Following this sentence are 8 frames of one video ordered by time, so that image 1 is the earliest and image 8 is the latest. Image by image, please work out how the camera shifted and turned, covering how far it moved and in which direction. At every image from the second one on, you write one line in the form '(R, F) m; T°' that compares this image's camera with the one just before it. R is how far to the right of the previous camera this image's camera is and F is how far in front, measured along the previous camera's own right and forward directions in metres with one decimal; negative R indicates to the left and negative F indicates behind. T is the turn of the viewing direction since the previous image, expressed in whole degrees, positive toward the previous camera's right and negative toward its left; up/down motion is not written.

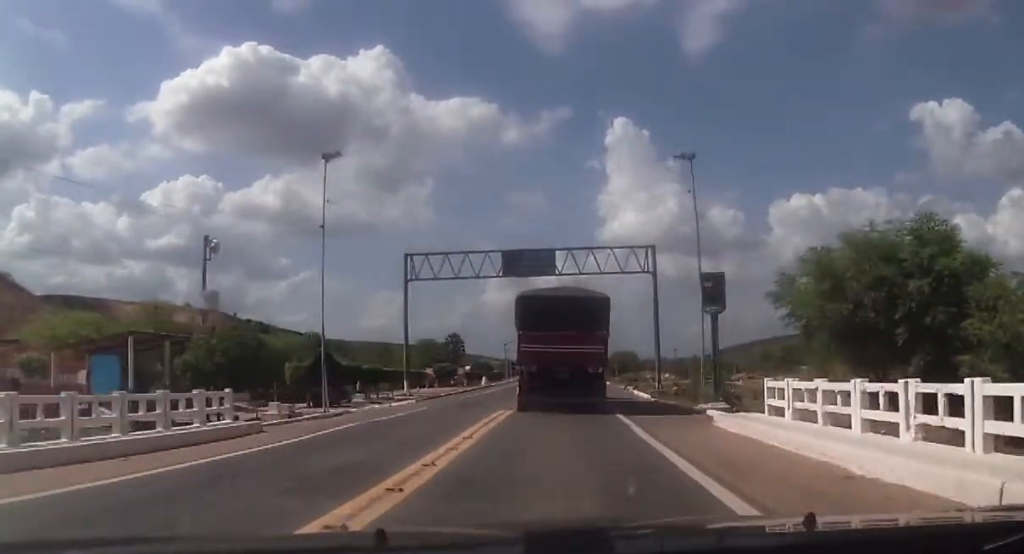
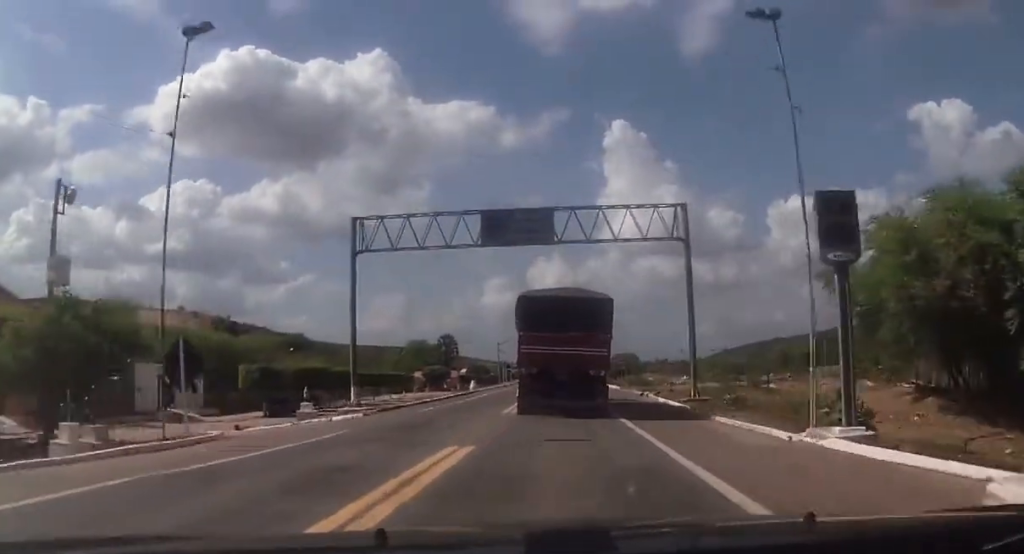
(+0.1, +10.8) m; 0°
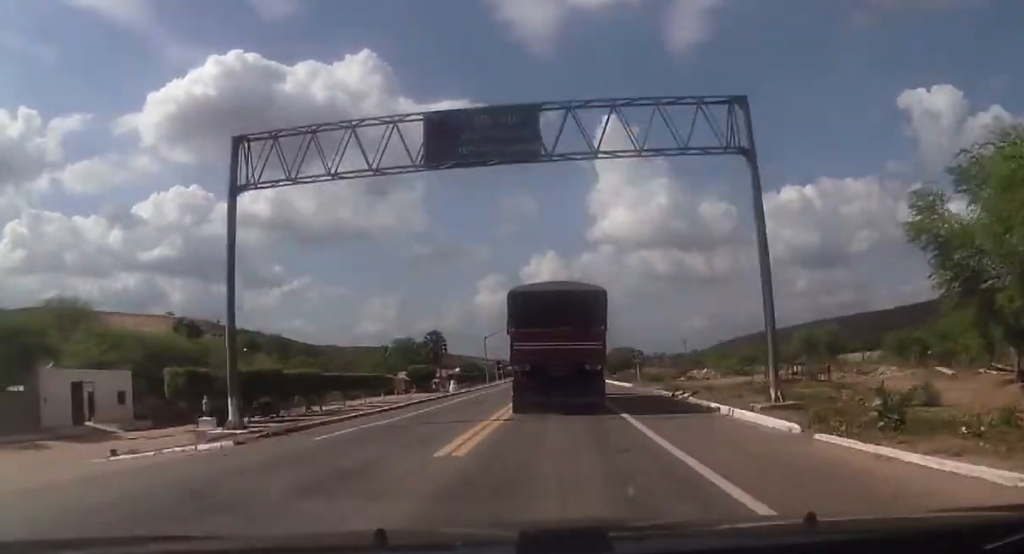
(-0.1, +11.7) m; 0°
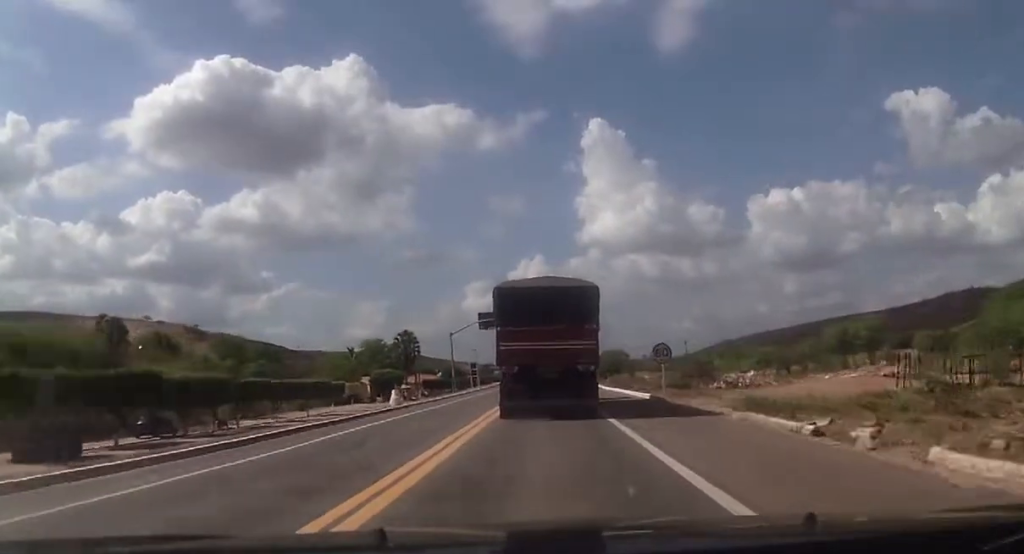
(+0.1, +17.3) m; 0°
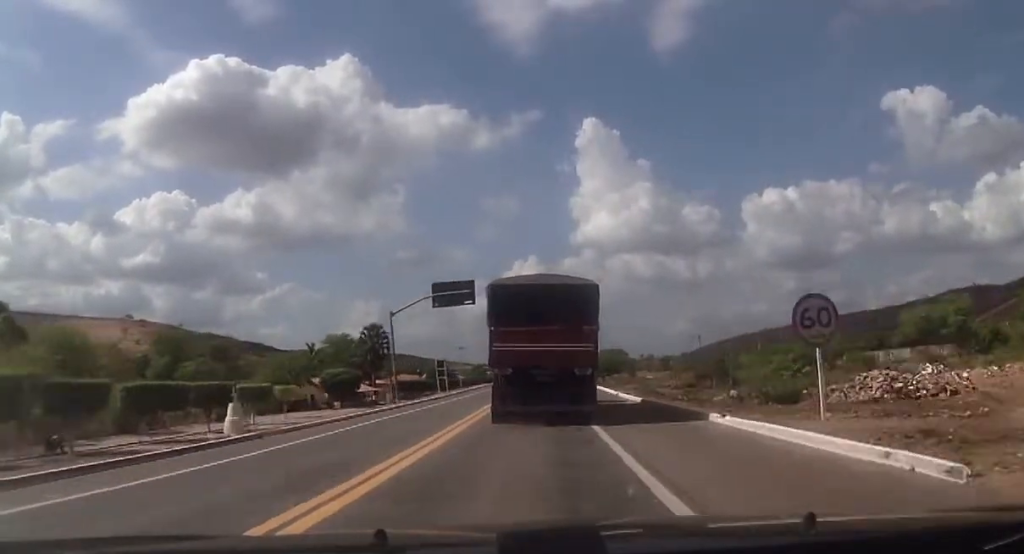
(-0.4, +21.7) m; +1°
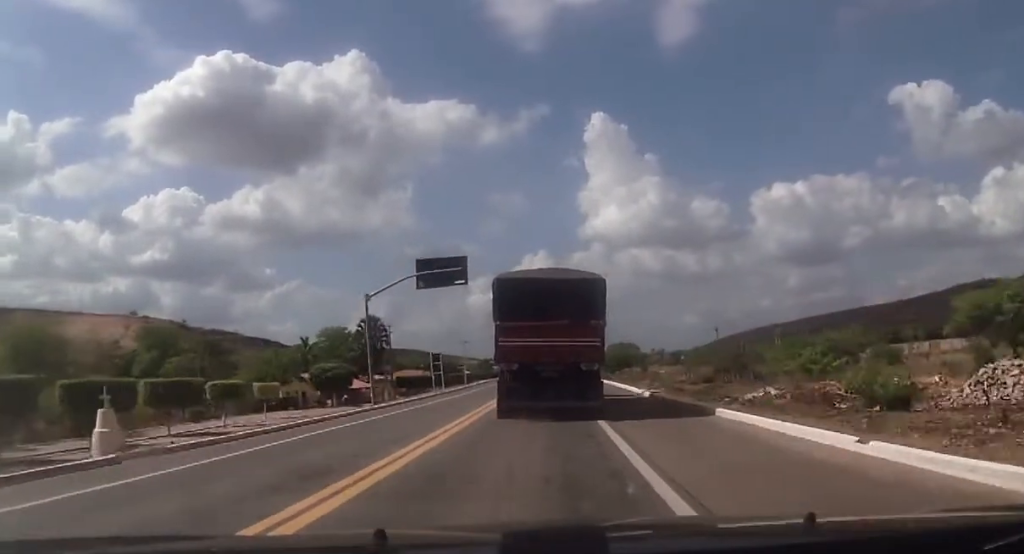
(+0.2, +7.5) m; +1°
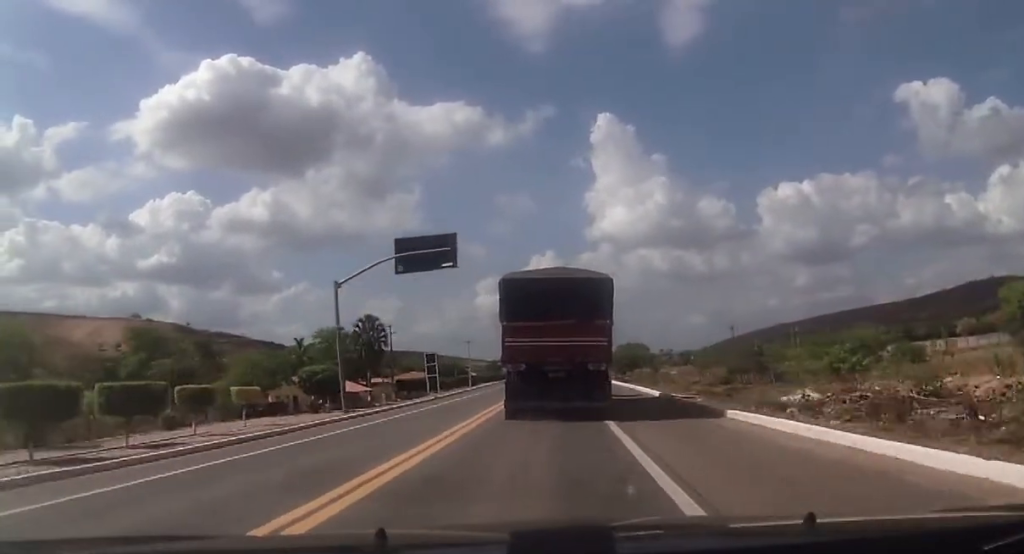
(+0.2, +6.3) m; +1°
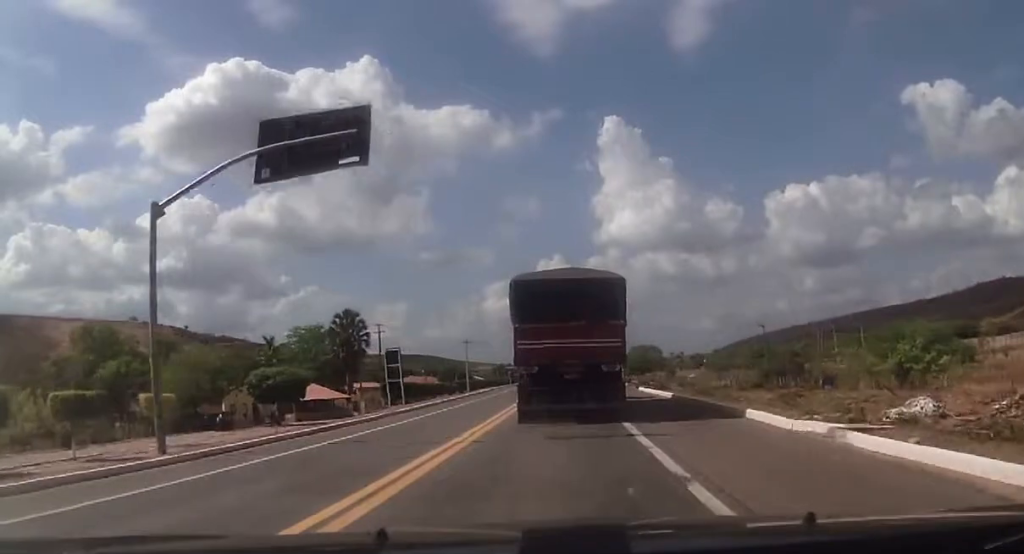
(-0.4, +14.8) m; -3°
